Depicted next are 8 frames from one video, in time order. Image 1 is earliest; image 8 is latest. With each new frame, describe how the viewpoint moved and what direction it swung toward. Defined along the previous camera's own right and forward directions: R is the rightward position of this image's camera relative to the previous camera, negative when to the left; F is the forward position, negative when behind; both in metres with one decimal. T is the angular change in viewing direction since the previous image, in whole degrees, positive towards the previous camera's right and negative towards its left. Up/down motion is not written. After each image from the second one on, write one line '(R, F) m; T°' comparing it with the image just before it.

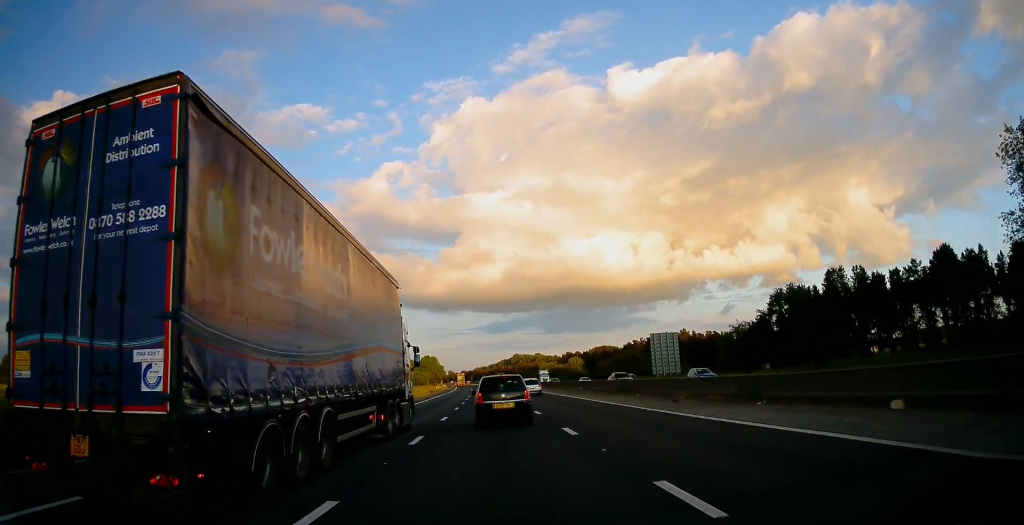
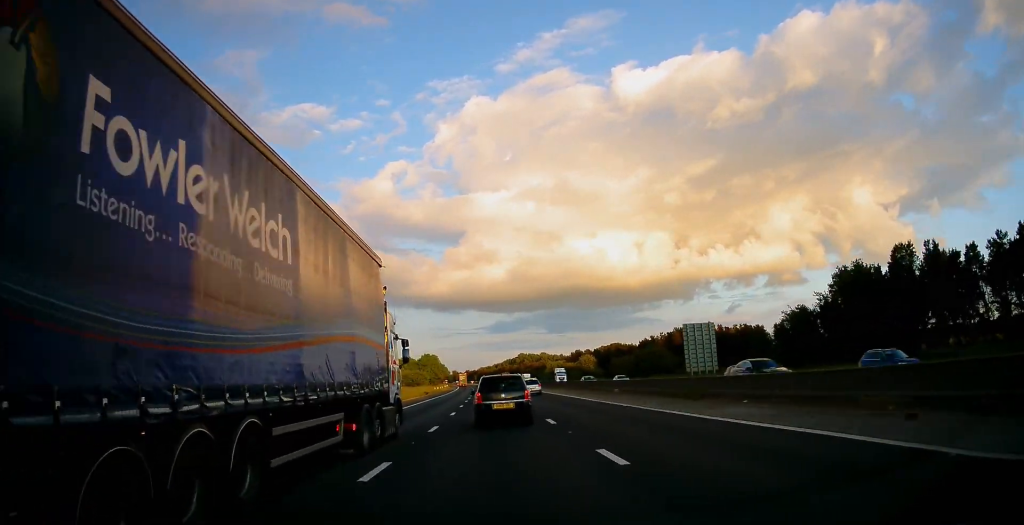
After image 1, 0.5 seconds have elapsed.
(-0.1, +14.2) m; 0°
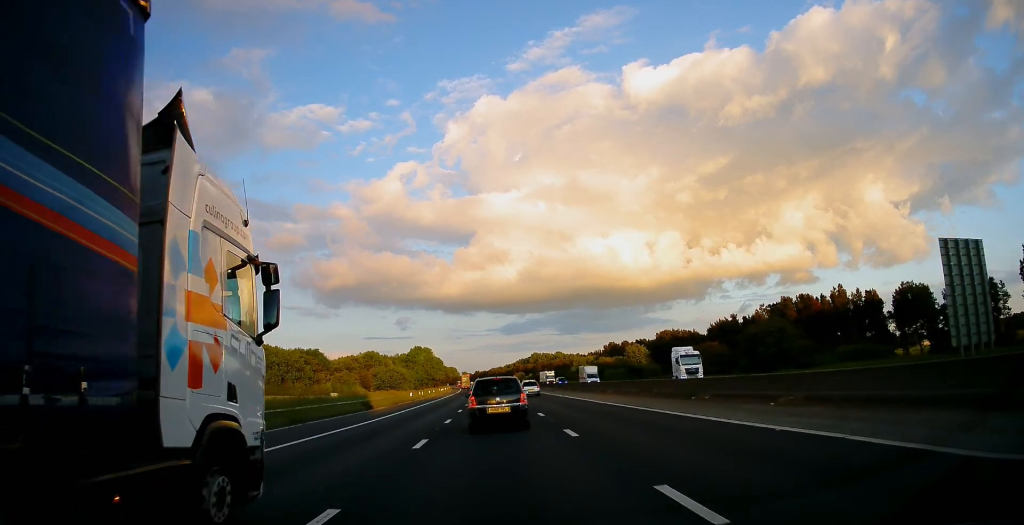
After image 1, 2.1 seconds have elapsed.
(-0.4, +50.6) m; -1°
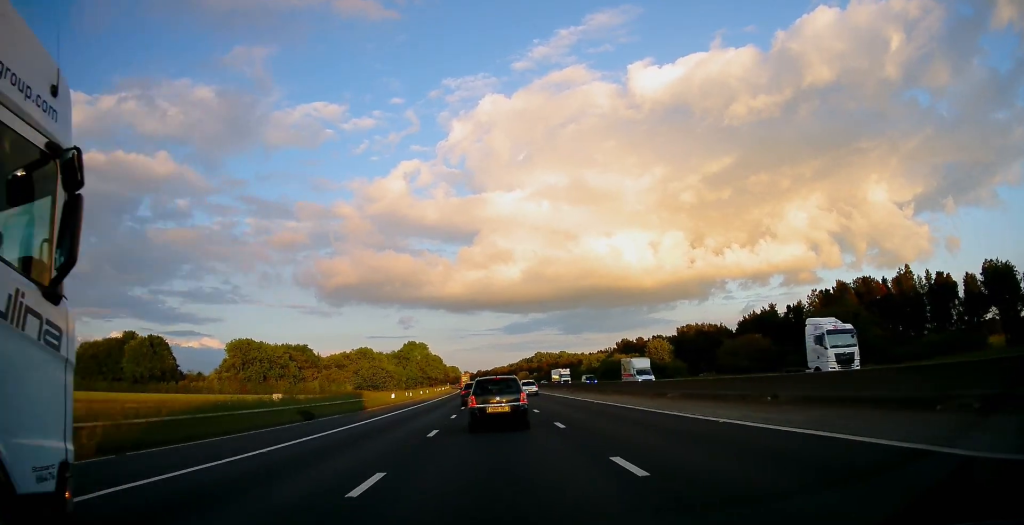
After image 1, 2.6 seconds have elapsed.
(+0.1, +15.0) m; -1°
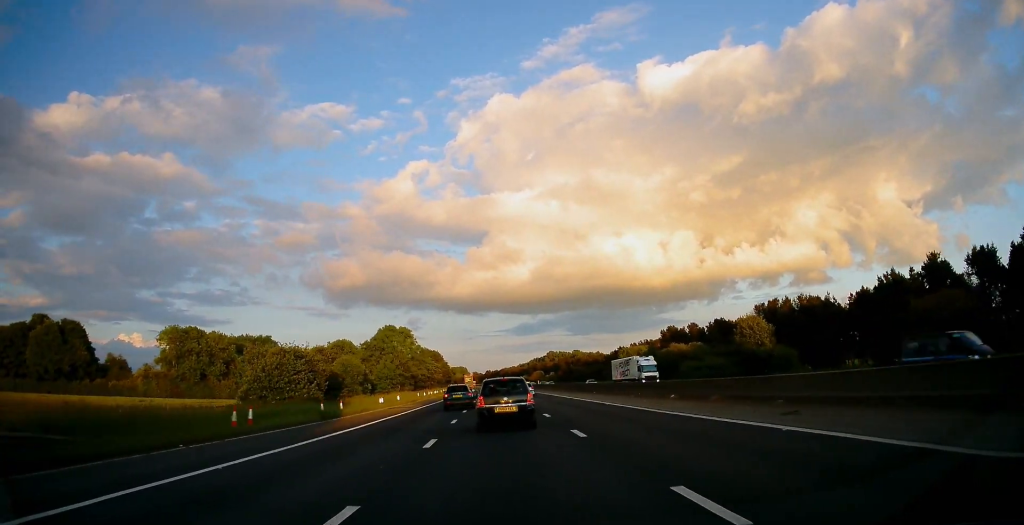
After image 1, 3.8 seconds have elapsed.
(-0.7, +39.3) m; -1°
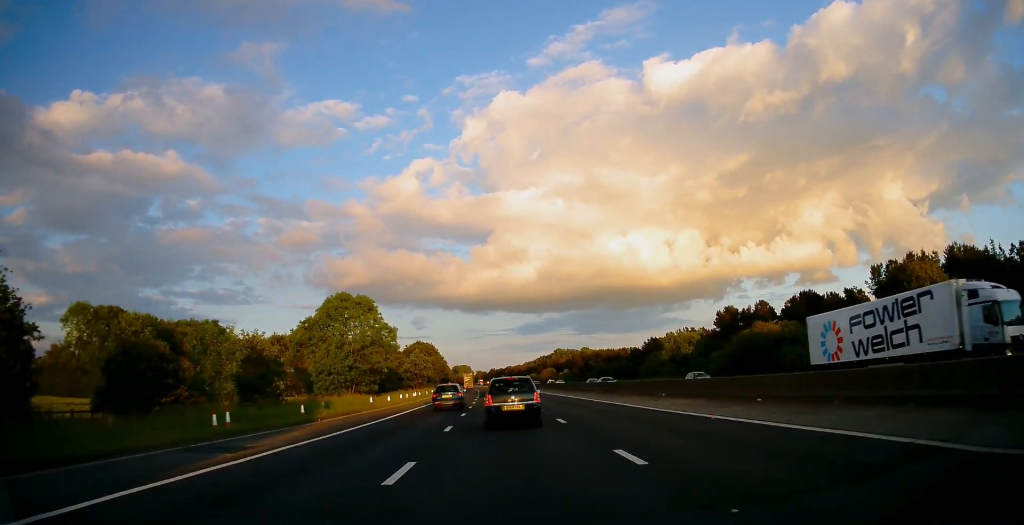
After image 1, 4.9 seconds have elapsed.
(+0.2, +33.5) m; 0°
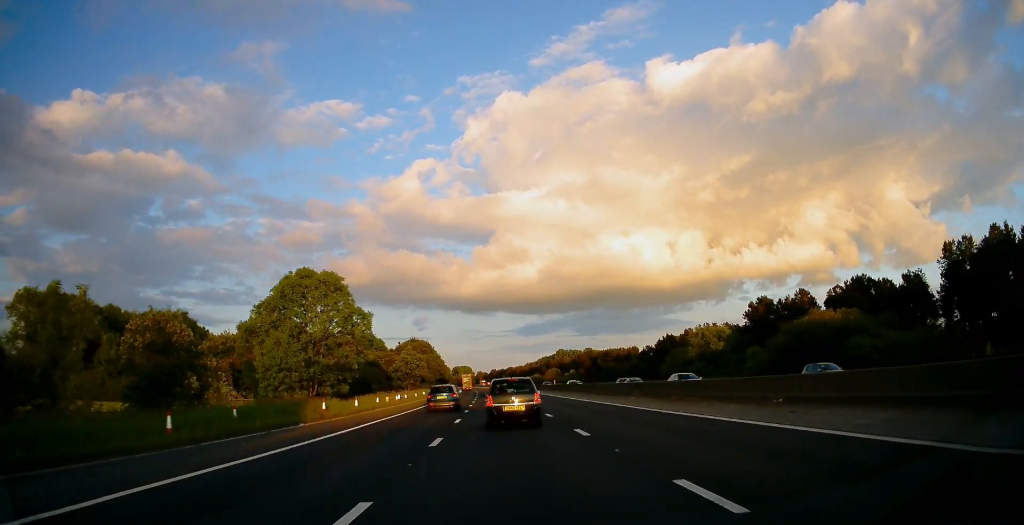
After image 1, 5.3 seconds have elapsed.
(0.0, +13.7) m; 0°
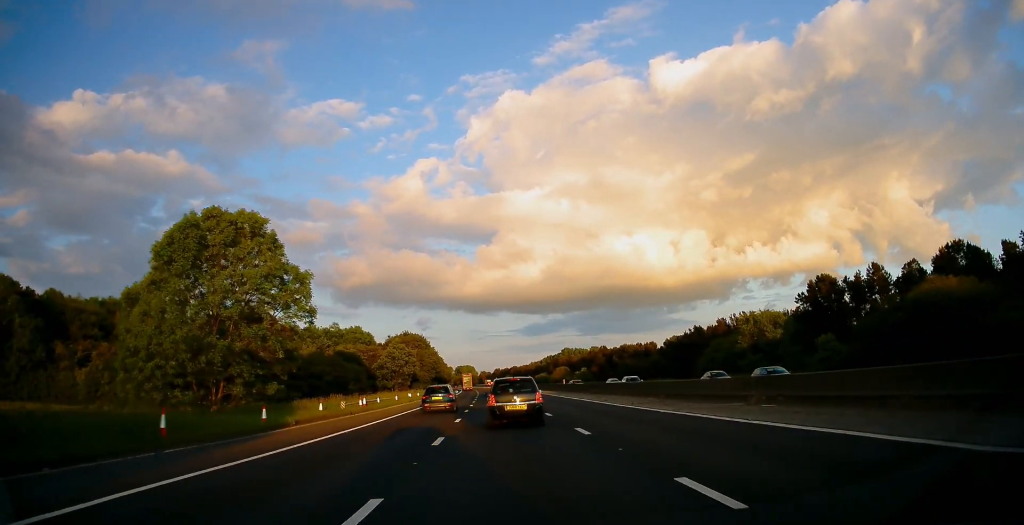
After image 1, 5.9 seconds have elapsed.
(0.0, +18.0) m; 0°
